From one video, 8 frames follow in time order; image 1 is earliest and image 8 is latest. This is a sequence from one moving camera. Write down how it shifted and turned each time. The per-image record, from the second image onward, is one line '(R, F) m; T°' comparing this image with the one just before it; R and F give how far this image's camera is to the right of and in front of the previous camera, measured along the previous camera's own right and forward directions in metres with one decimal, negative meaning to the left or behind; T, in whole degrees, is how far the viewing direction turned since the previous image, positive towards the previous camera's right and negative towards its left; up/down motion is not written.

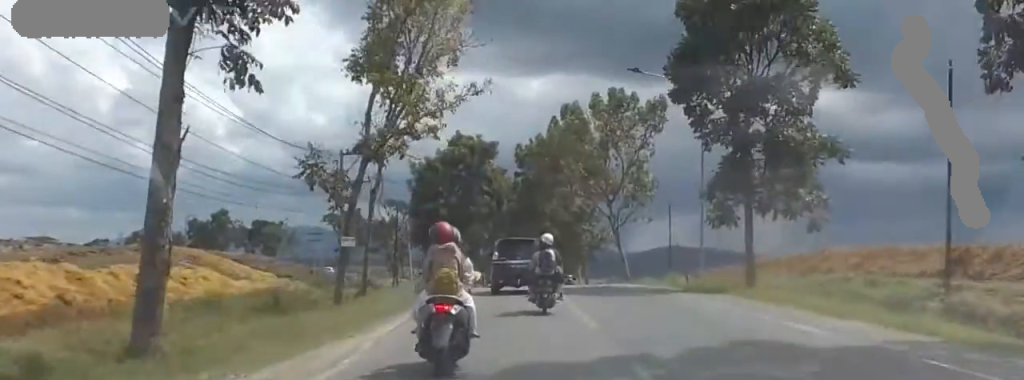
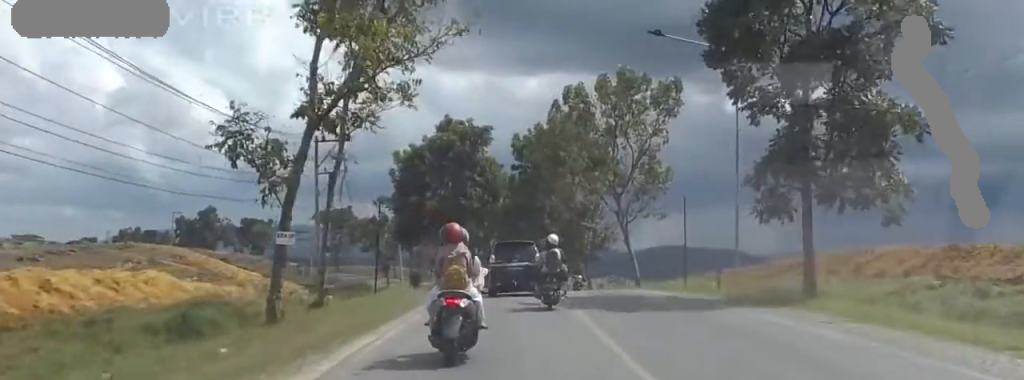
(-0.1, +6.9) m; 0°
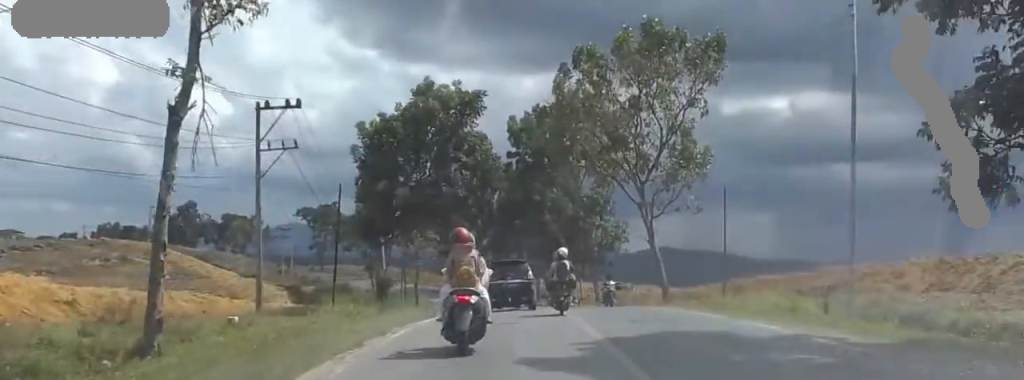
(+0.2, +11.9) m; 0°
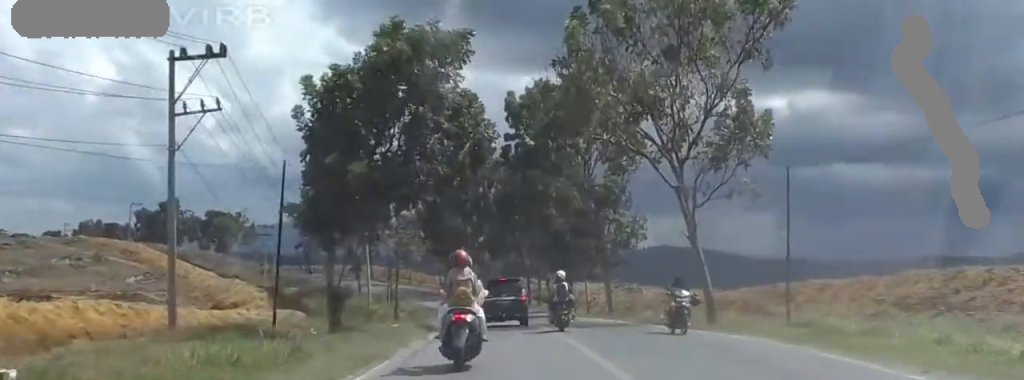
(-0.2, +10.5) m; -8°
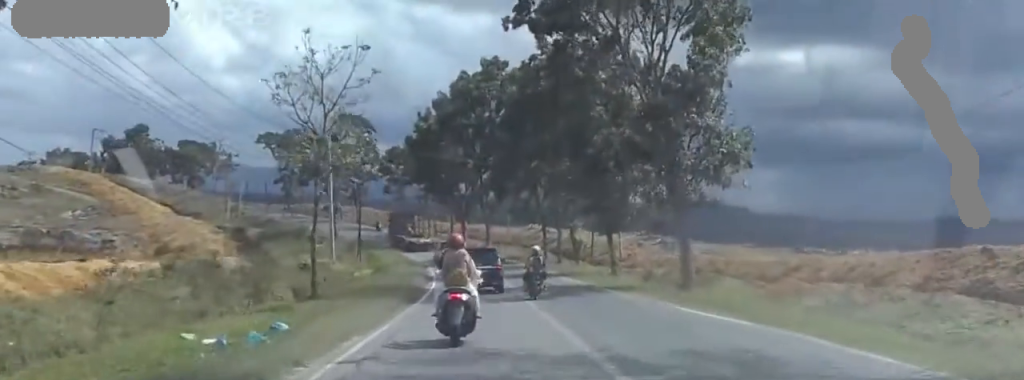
(-3.2, +23.2) m; -8°
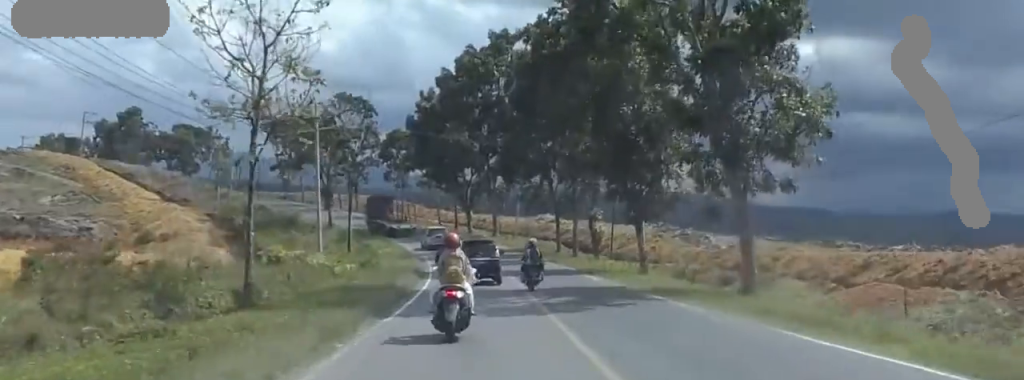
(0.0, +7.7) m; 0°
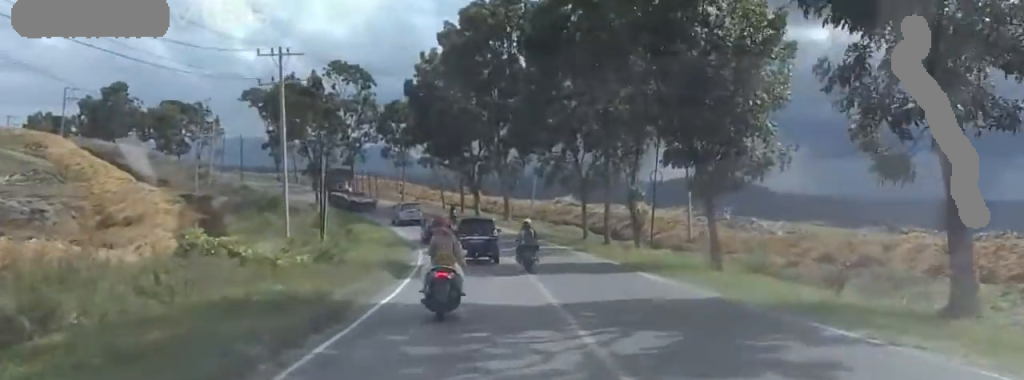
(0.0, +12.0) m; 0°
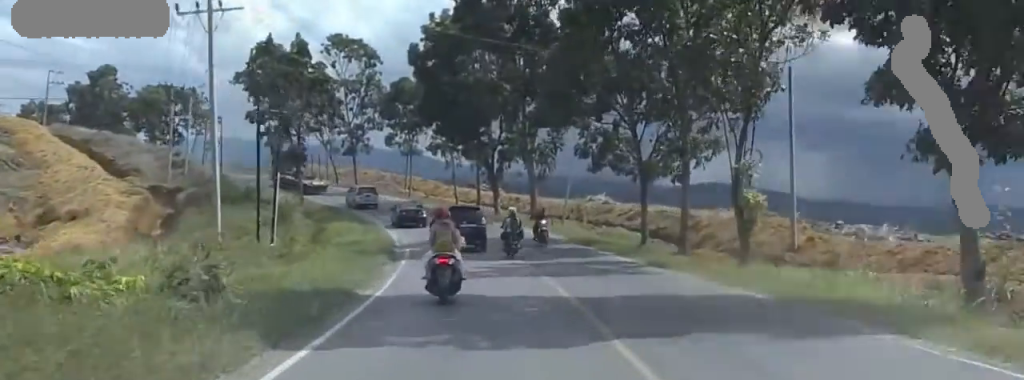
(0.0, +14.6) m; -5°
